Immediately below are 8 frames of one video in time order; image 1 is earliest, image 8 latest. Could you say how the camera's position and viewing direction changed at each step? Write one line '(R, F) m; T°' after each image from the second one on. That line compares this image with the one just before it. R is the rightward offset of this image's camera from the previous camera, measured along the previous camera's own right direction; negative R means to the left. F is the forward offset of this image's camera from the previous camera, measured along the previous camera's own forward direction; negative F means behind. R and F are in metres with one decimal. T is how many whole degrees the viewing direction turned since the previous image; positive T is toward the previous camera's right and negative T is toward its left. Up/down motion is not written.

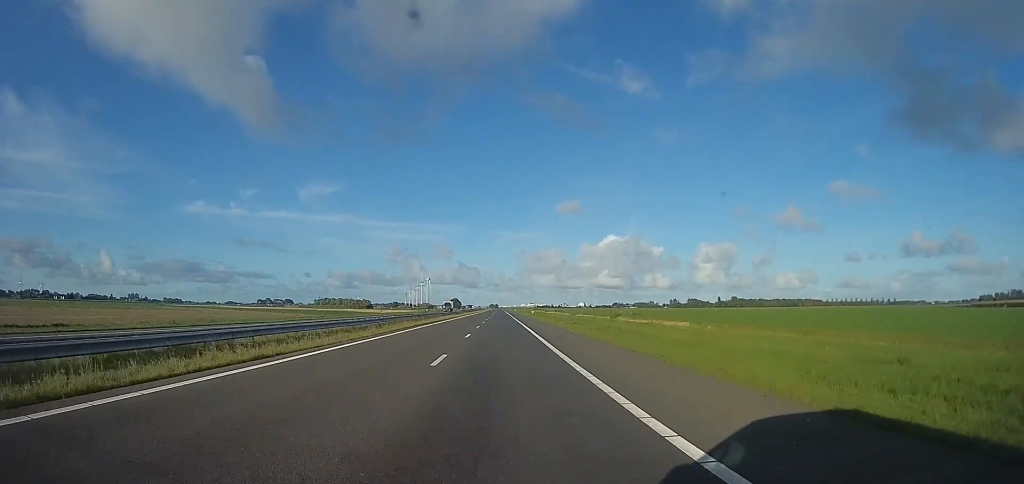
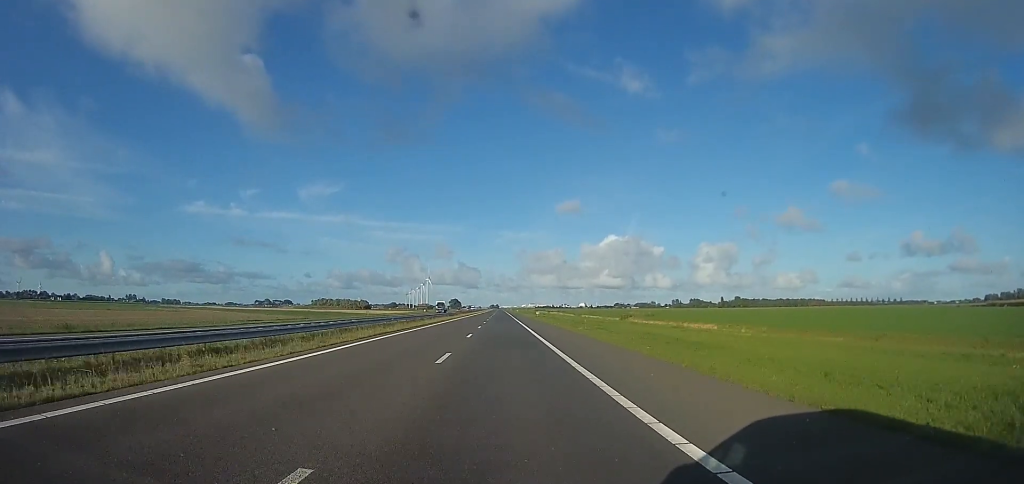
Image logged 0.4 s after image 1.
(0.0, +11.1) m; 0°
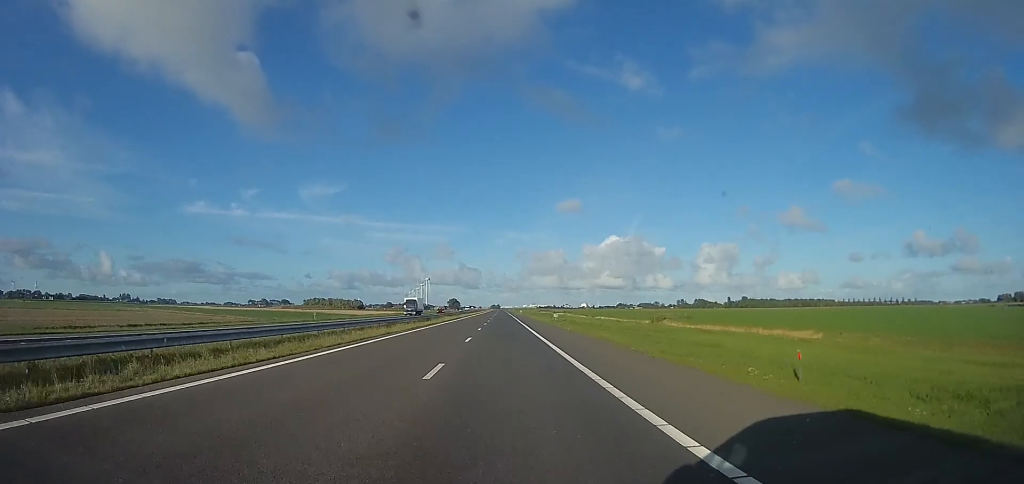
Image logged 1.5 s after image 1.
(0.0, +26.5) m; 0°
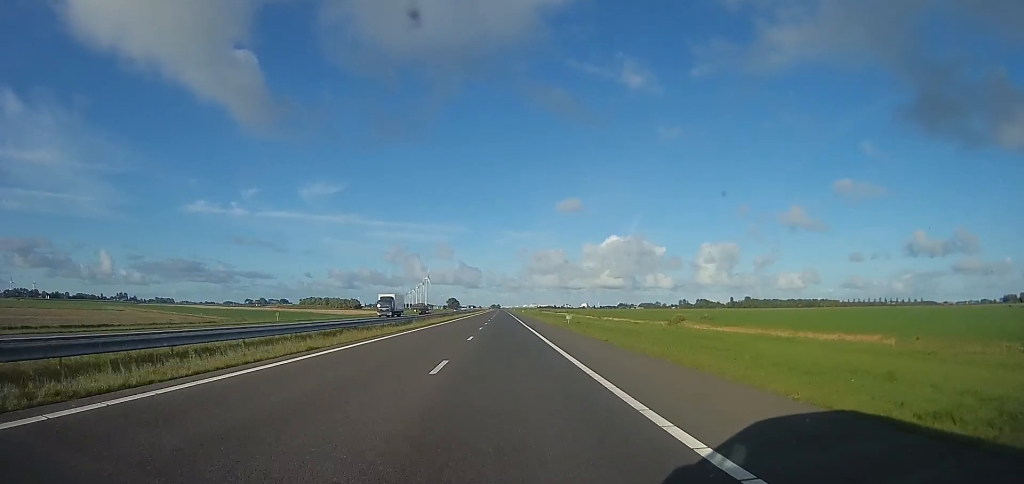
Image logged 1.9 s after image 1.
(0.0, +11.1) m; 0°
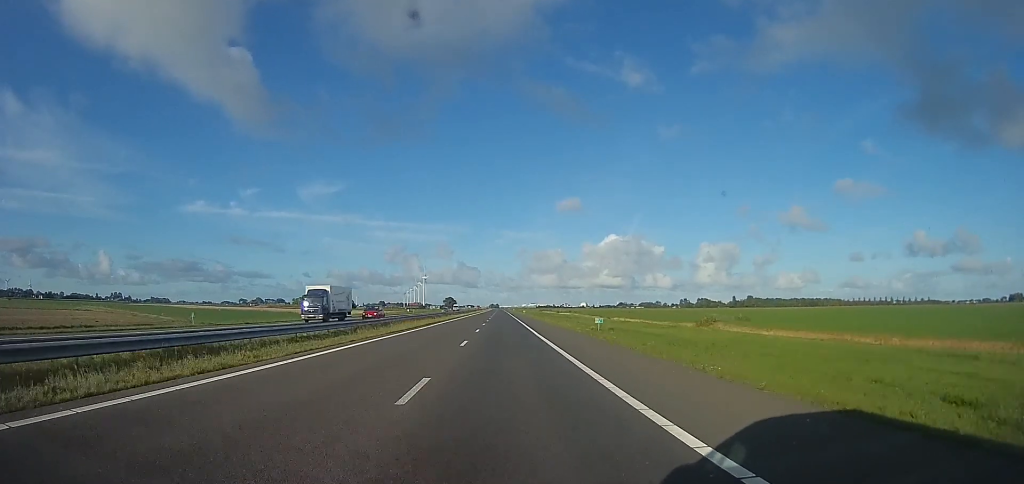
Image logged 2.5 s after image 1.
(0.0, +15.4) m; 0°
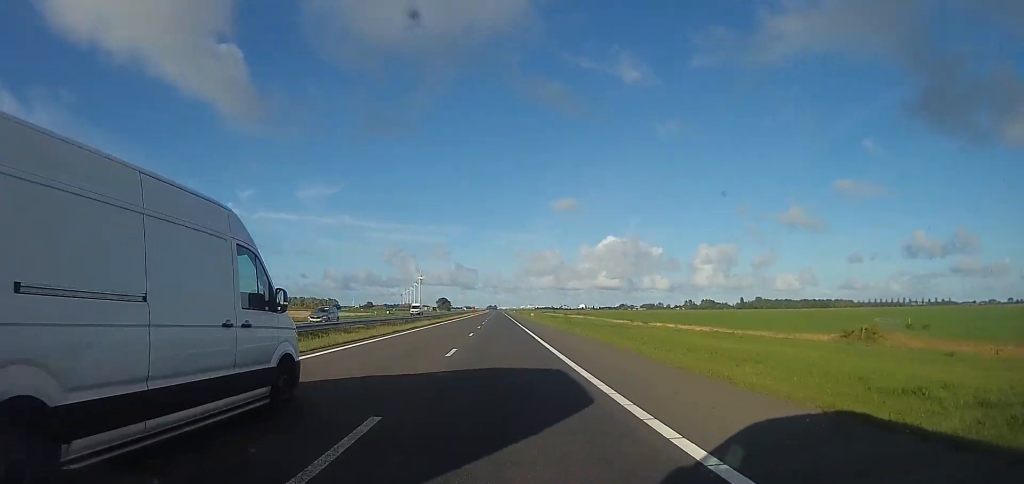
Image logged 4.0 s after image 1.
(0.0, +39.3) m; 0°
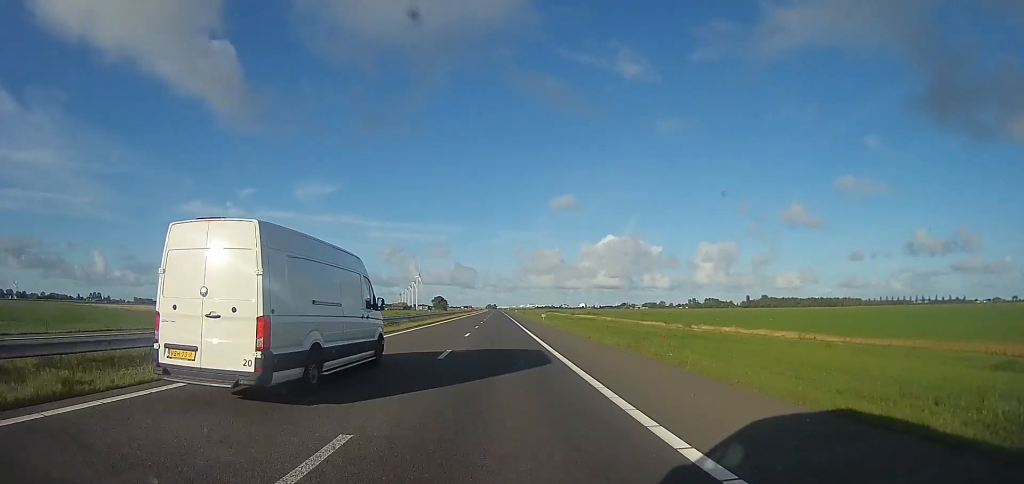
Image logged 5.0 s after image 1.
(0.0, +24.8) m; 0°
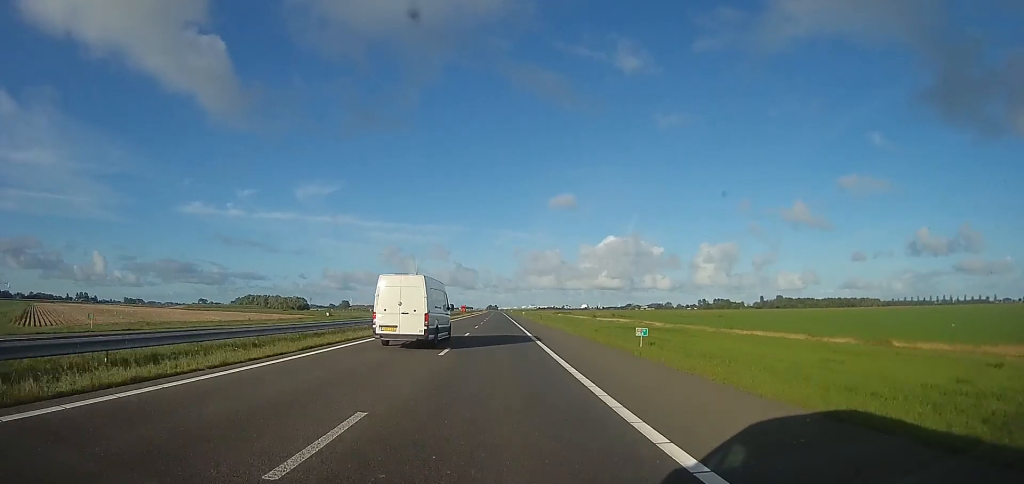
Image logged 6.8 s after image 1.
(+0.2, +46.1) m; +1°
